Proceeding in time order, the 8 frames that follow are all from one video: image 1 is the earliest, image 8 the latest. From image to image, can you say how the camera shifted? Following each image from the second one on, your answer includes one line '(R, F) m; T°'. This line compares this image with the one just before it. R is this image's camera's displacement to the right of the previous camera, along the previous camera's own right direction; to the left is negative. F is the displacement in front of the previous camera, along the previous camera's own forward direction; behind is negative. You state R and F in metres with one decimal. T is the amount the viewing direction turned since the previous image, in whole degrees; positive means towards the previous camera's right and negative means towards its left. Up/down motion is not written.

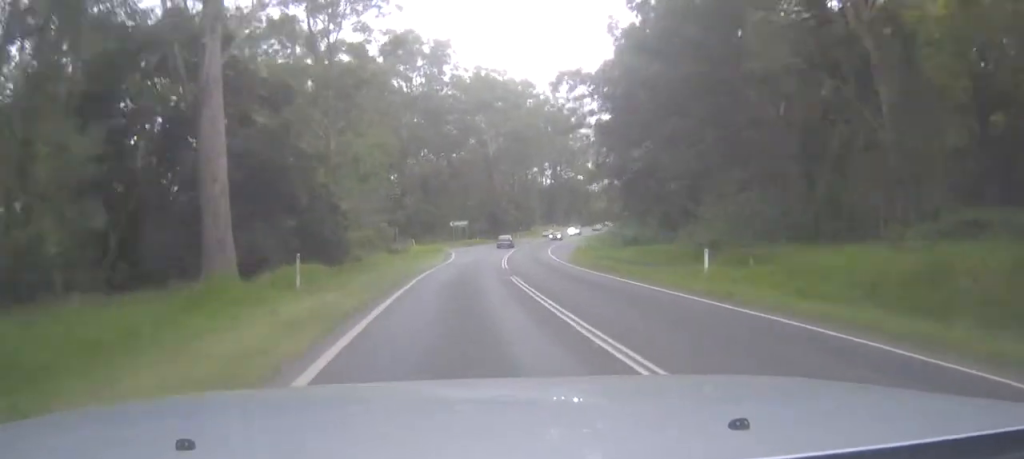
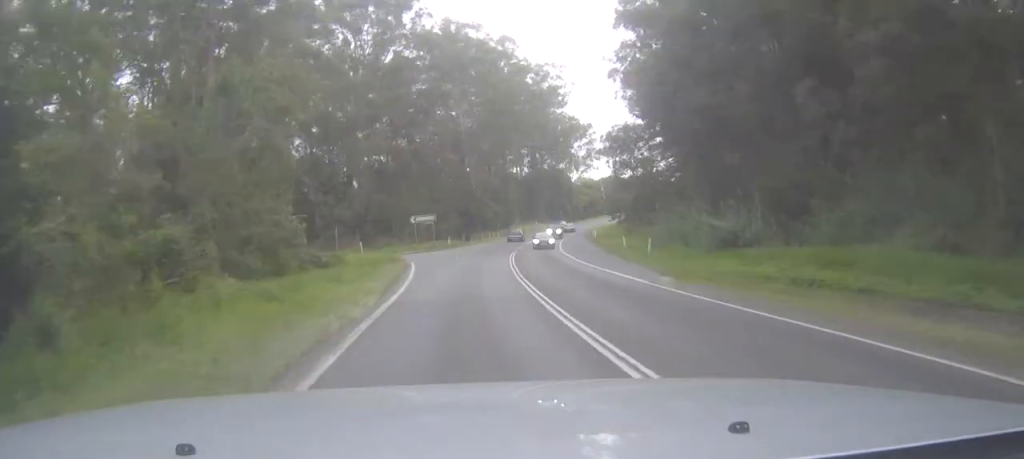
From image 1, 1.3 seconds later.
(-0.2, +28.4) m; +1°
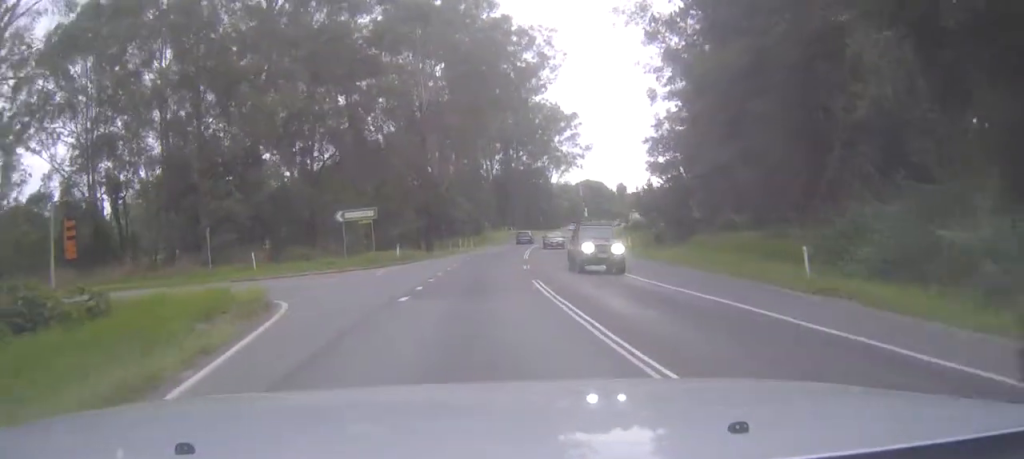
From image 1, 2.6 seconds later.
(+1.0, +29.7) m; +5°
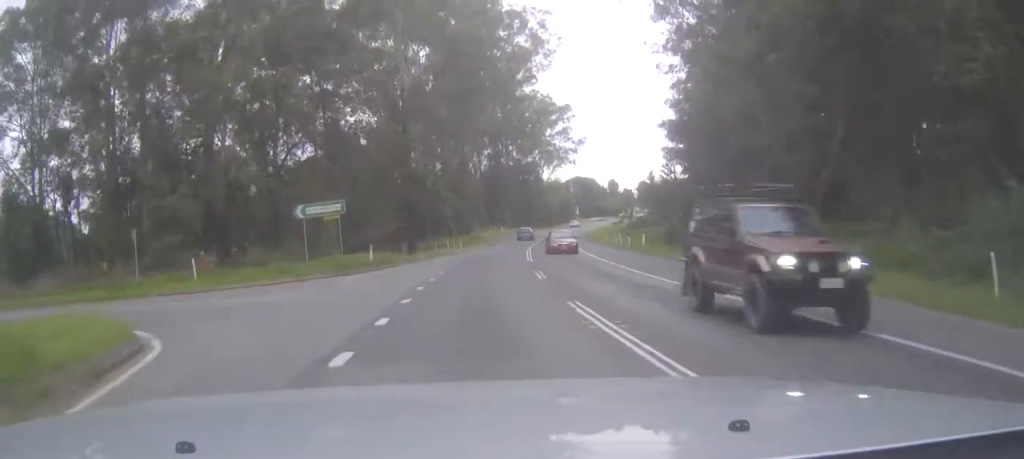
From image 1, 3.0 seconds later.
(+0.2, +8.9) m; +2°
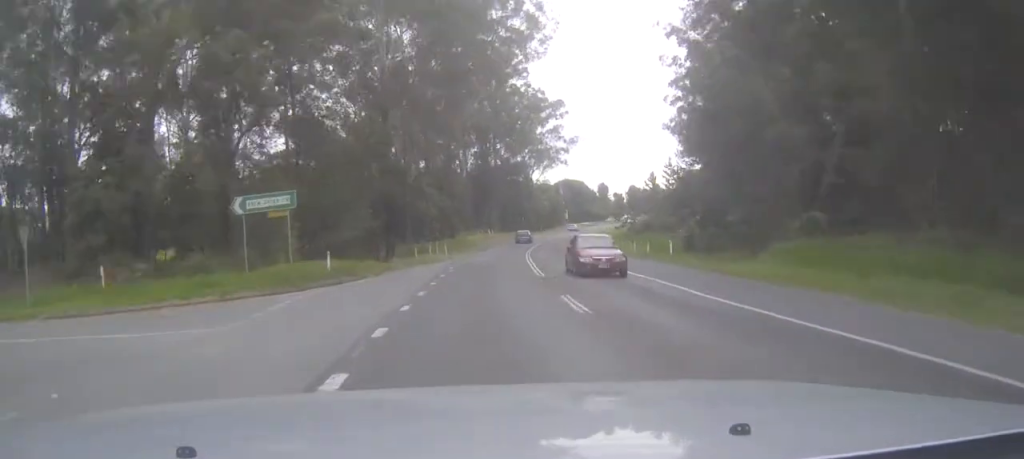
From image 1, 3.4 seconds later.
(+0.3, +8.9) m; +1°
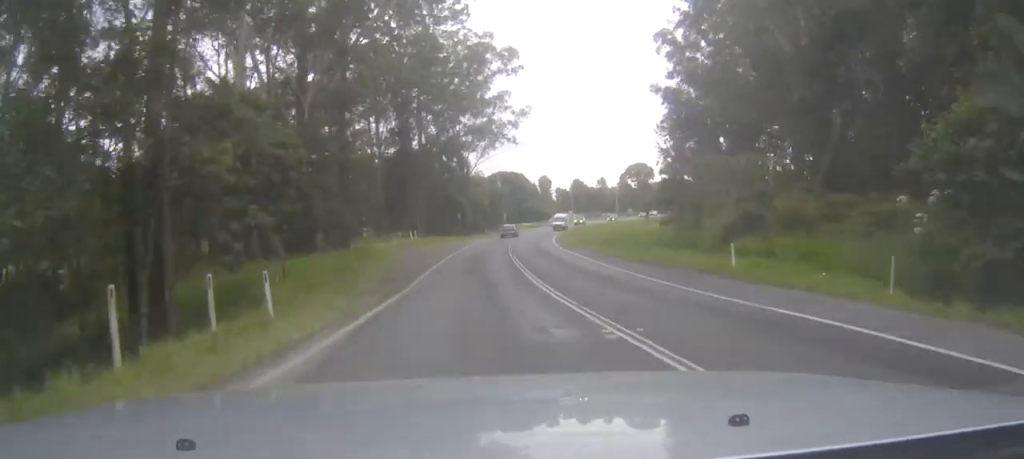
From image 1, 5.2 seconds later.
(+1.2, +40.8) m; +4°
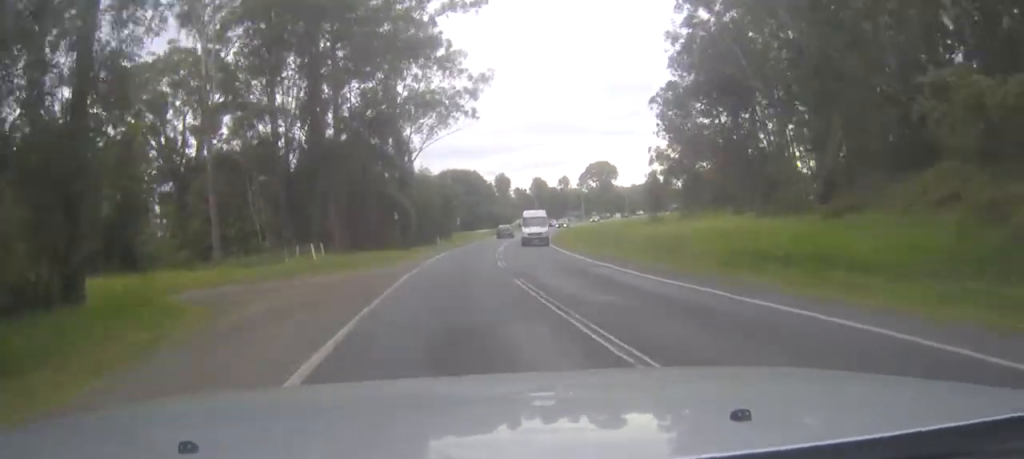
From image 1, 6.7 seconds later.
(+2.0, +33.3) m; +6°
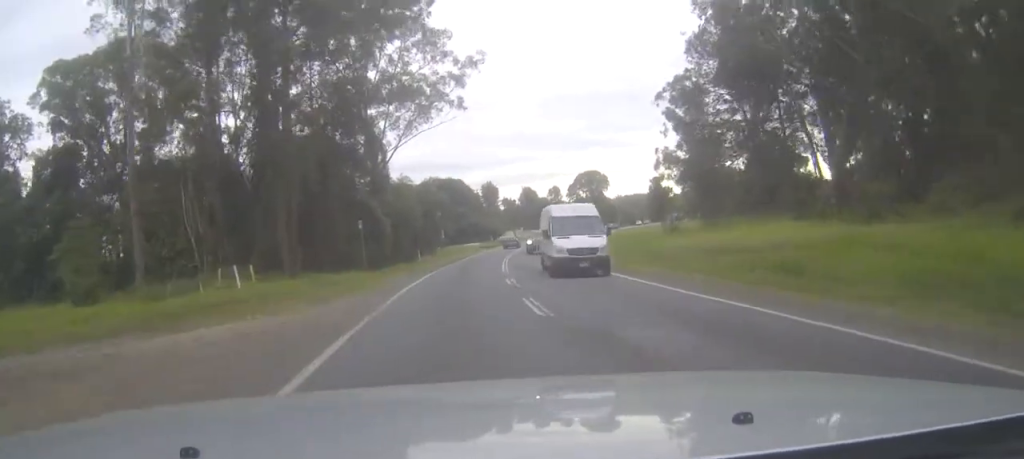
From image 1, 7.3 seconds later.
(0.0, +14.1) m; +1°
